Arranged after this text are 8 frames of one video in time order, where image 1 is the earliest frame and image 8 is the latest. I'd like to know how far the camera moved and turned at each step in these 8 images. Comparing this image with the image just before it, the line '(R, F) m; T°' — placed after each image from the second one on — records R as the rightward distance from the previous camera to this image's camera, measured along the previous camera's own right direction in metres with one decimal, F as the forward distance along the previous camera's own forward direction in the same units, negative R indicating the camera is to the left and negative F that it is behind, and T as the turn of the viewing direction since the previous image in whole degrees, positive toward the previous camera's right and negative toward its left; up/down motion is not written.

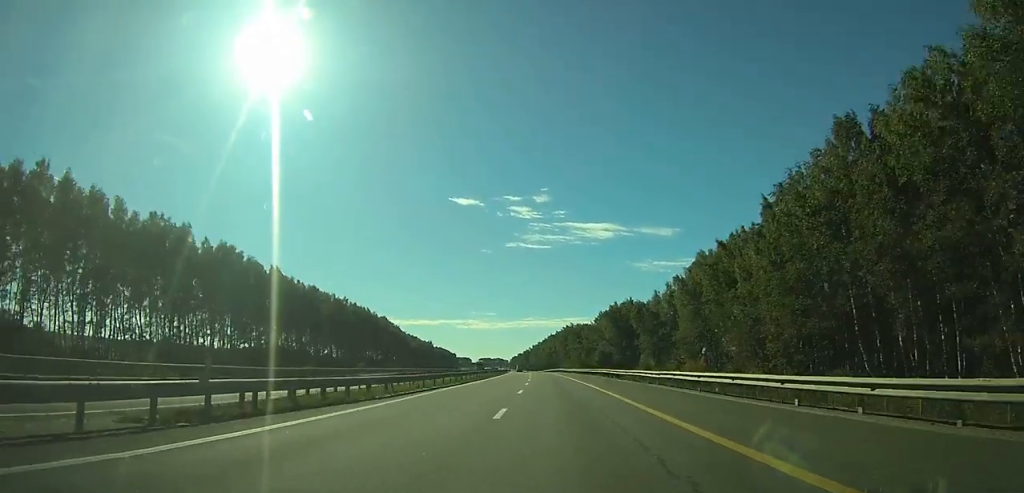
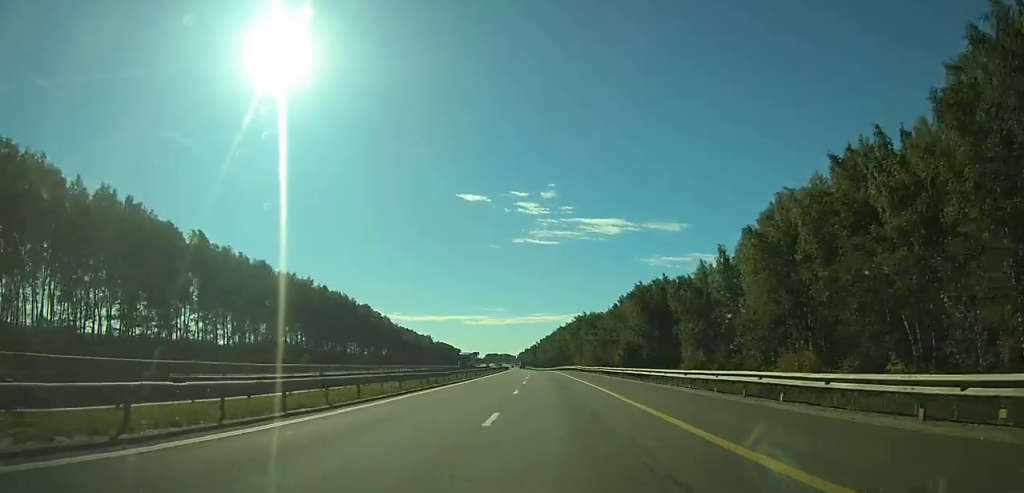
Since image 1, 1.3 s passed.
(-0.4, +37.8) m; -1°
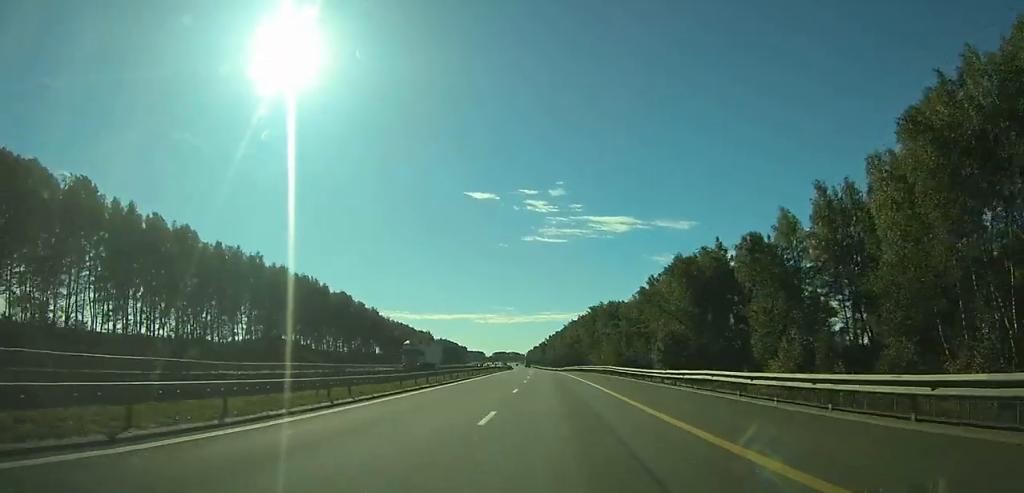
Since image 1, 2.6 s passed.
(-0.2, +36.0) m; -1°
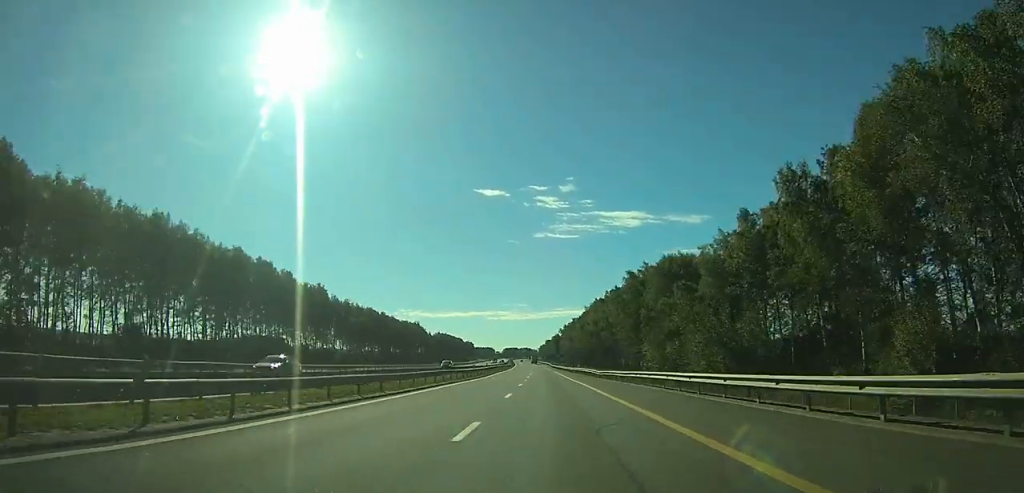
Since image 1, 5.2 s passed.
(-1.1, +74.5) m; -1°
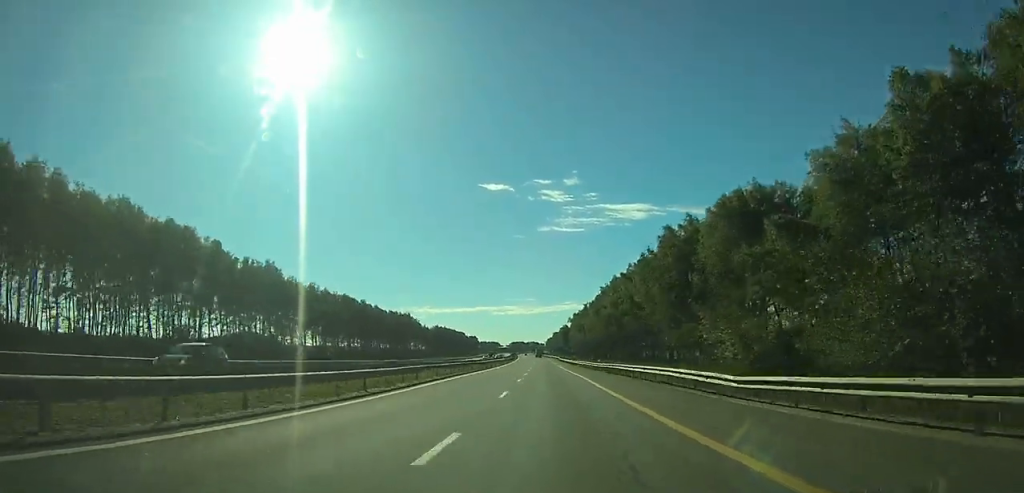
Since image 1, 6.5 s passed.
(-0.2, +38.4) m; -1°
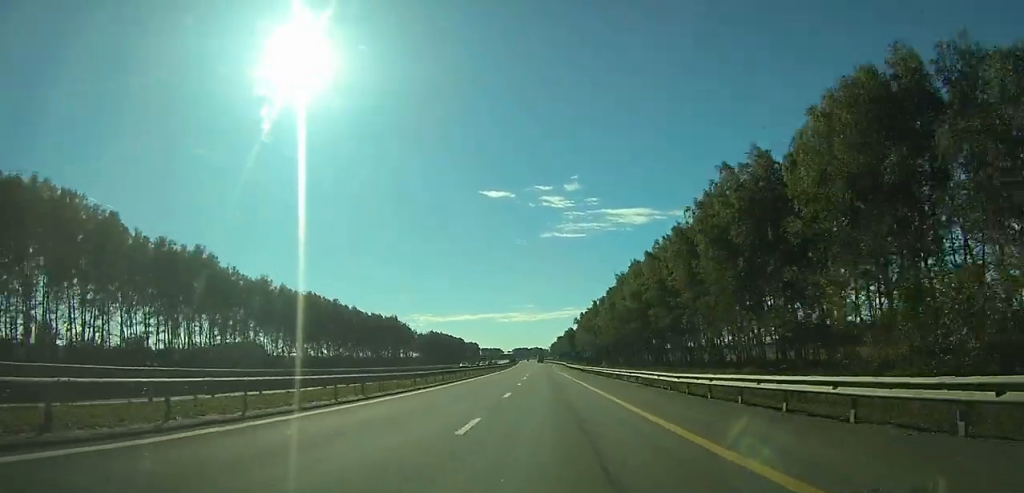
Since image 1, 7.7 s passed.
(-0.1, +32.7) m; -1°
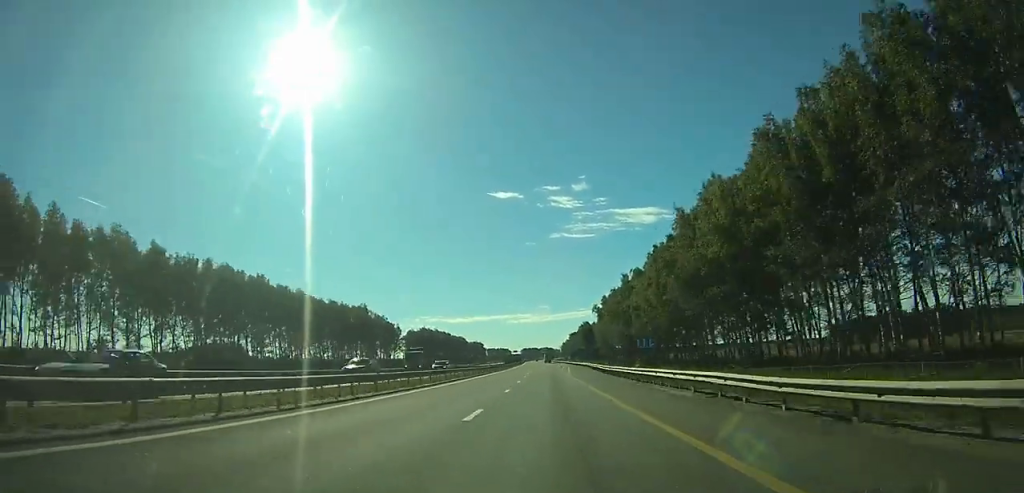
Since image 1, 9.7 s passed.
(-0.5, +57.7) m; -1°
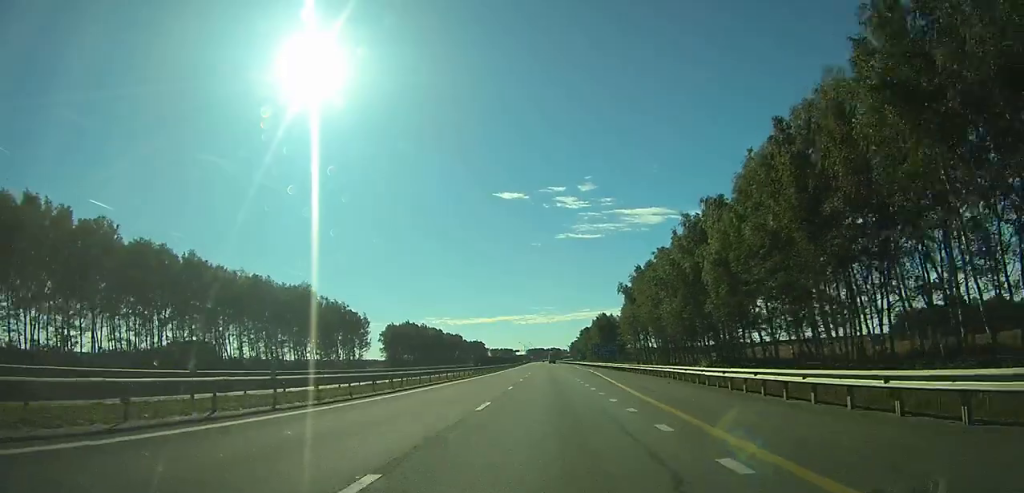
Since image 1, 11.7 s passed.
(-0.6, +57.4) m; -1°
